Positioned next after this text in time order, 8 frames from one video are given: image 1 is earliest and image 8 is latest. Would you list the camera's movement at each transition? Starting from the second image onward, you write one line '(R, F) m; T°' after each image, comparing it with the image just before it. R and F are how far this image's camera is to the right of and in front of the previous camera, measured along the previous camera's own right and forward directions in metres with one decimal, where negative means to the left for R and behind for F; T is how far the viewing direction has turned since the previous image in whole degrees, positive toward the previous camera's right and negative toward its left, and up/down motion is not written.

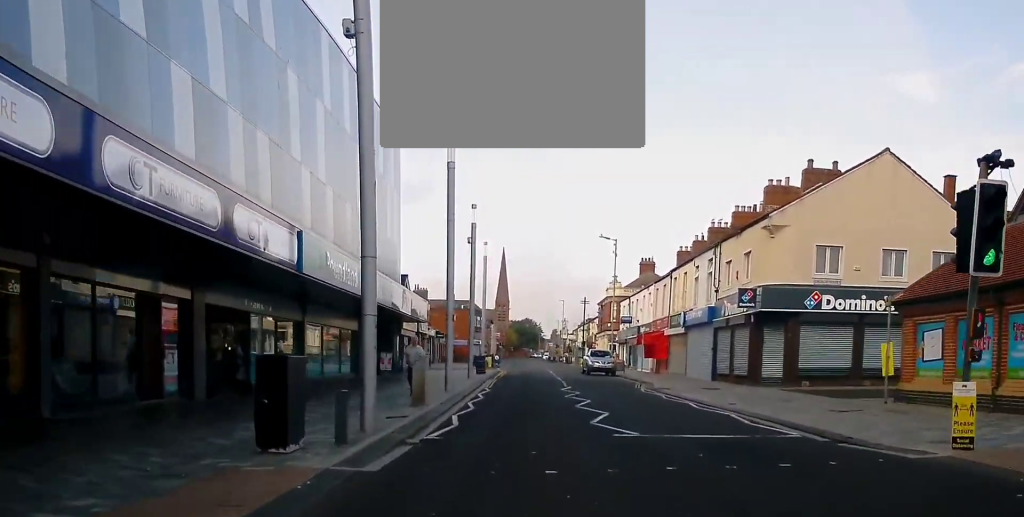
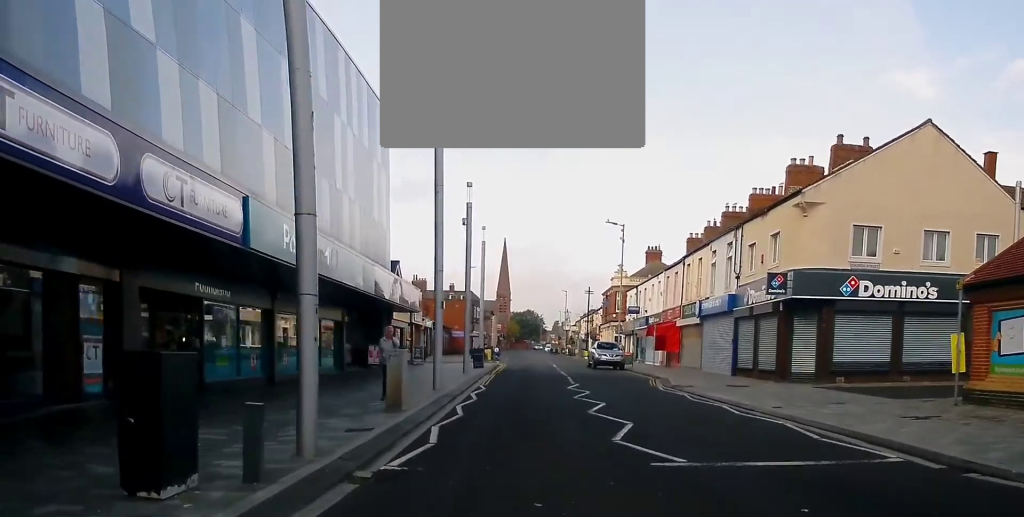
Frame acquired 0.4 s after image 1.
(-0.2, +3.5) m; 0°
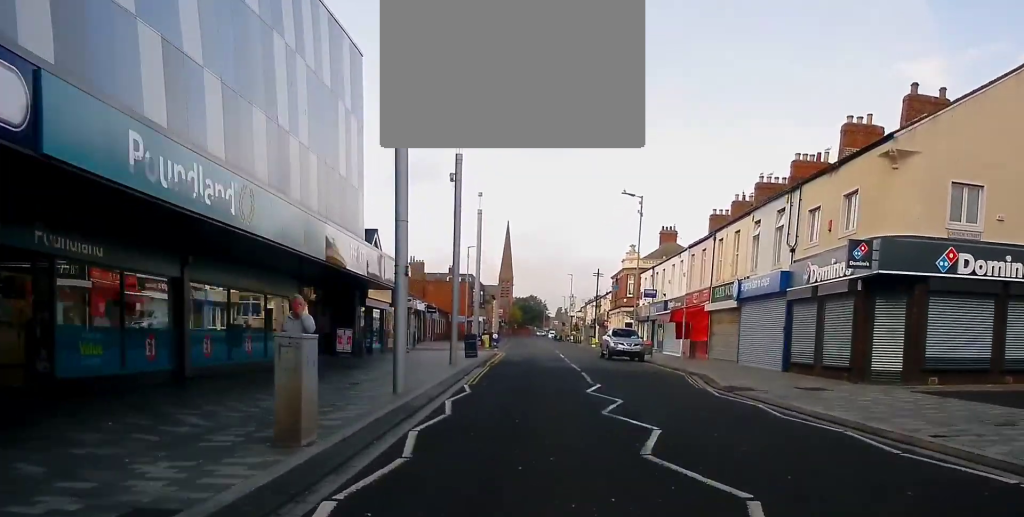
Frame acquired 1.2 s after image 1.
(+0.3, +6.7) m; 0°
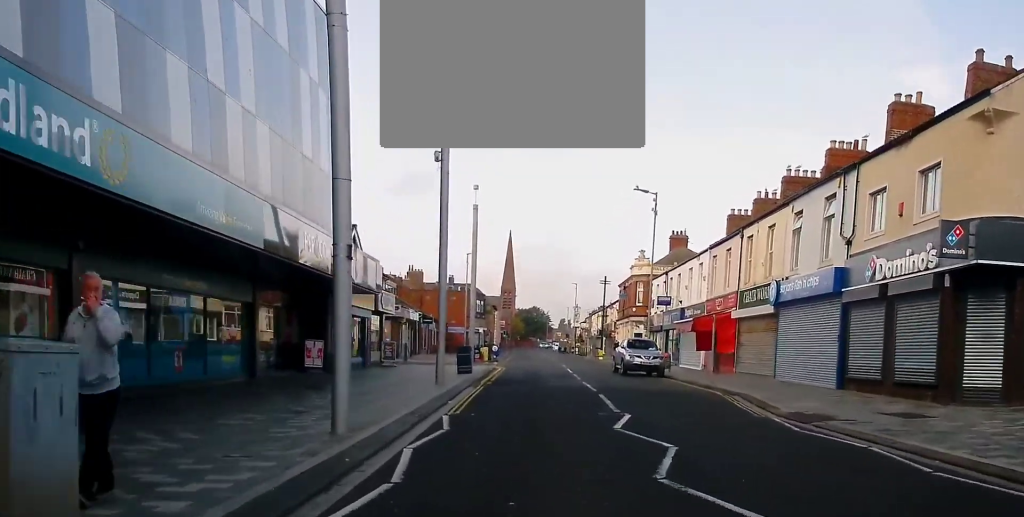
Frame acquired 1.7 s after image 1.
(+0.1, +5.1) m; 0°
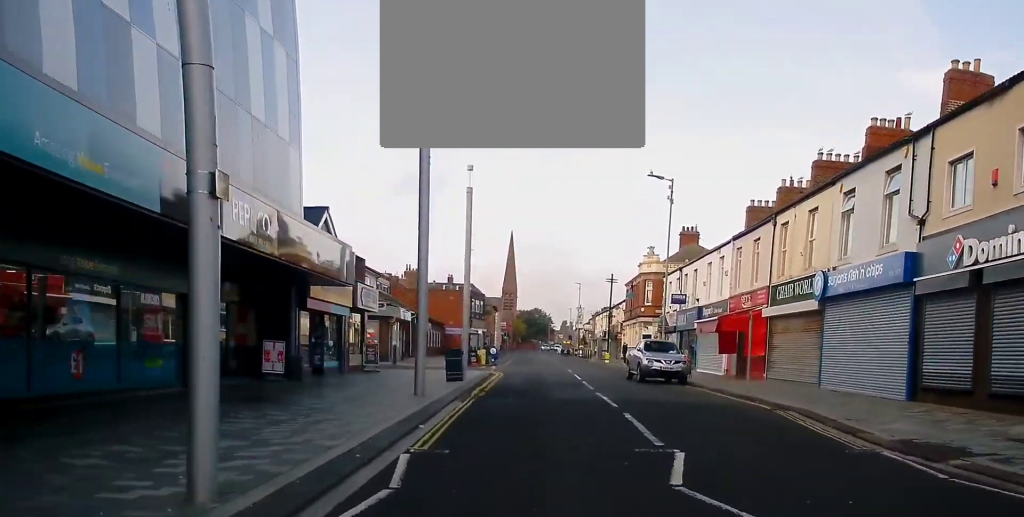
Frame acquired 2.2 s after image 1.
(-0.2, +4.5) m; -1°
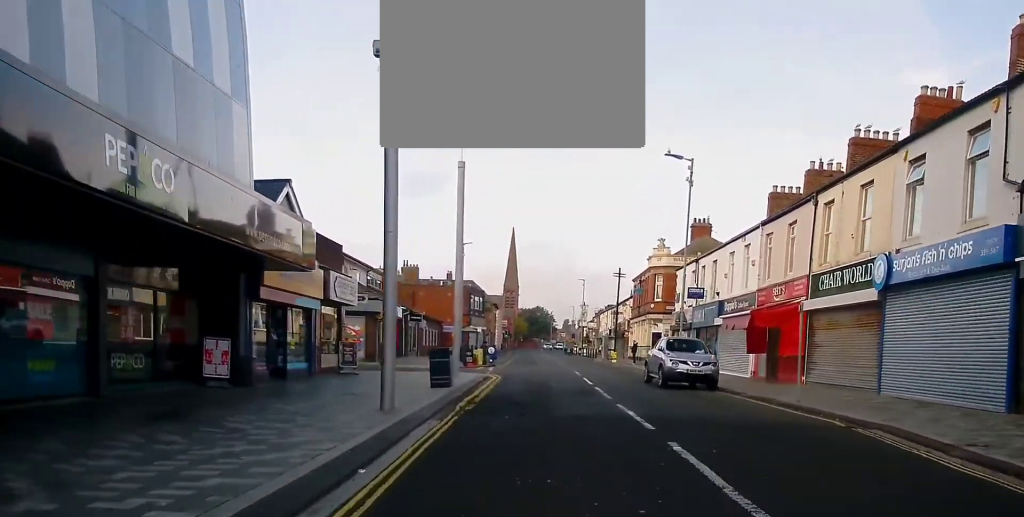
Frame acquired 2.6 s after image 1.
(-0.1, +4.2) m; -1°
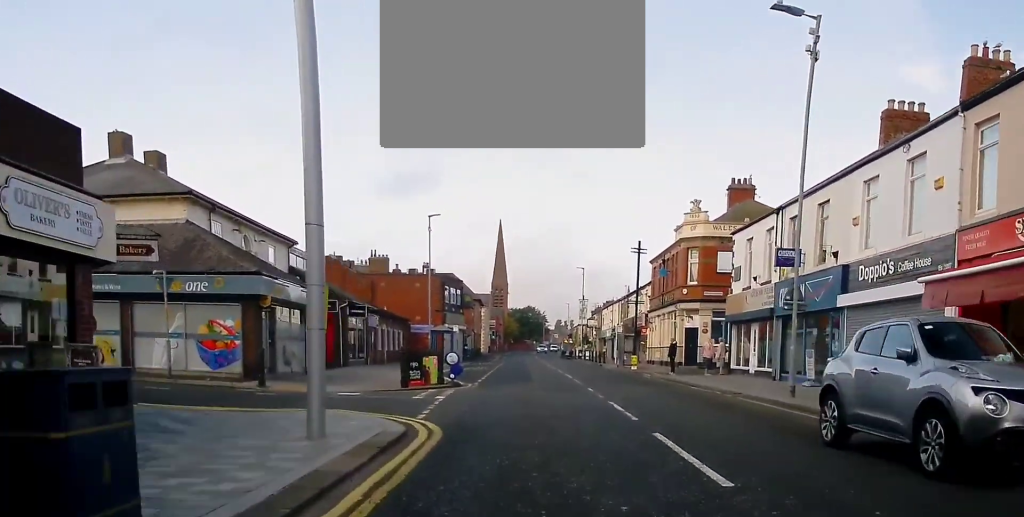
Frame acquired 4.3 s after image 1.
(-0.2, +17.0) m; 0°
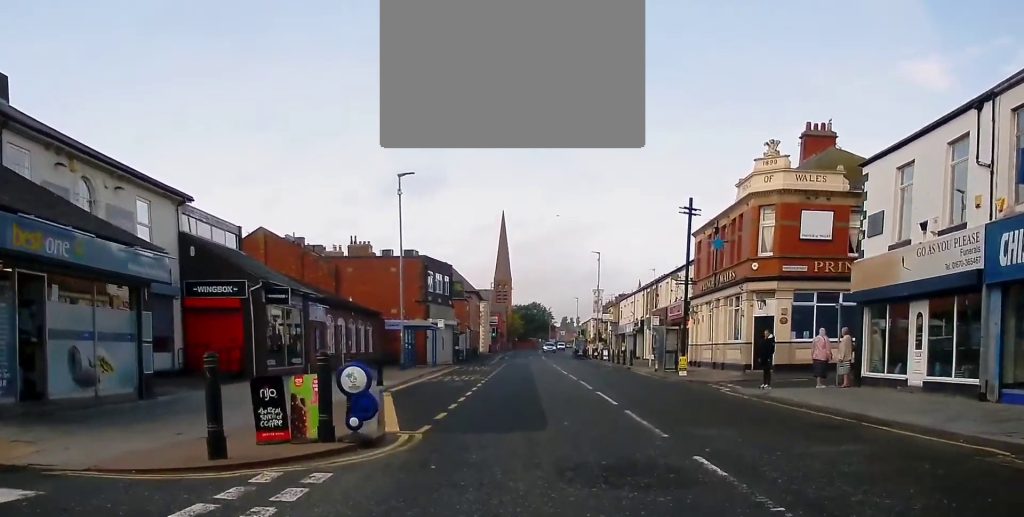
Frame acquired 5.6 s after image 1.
(+0.3, +14.1) m; +2°
